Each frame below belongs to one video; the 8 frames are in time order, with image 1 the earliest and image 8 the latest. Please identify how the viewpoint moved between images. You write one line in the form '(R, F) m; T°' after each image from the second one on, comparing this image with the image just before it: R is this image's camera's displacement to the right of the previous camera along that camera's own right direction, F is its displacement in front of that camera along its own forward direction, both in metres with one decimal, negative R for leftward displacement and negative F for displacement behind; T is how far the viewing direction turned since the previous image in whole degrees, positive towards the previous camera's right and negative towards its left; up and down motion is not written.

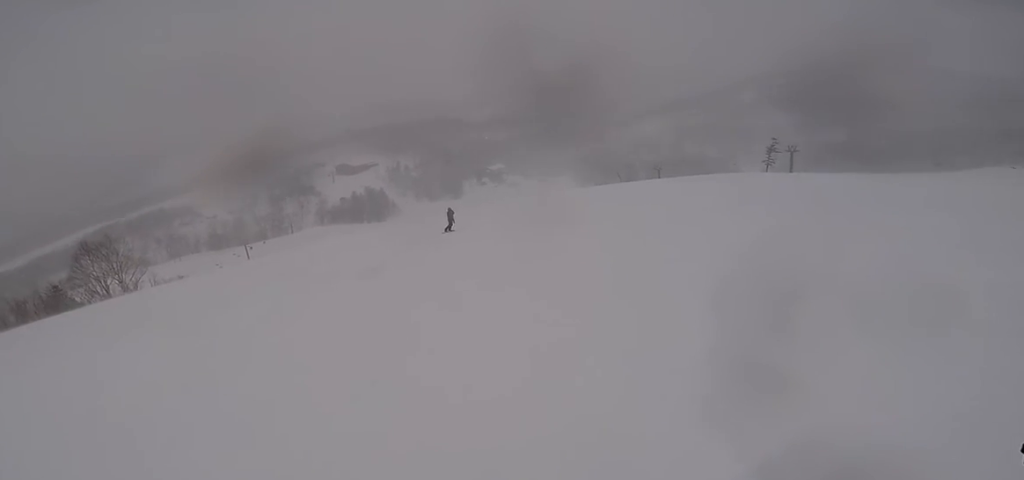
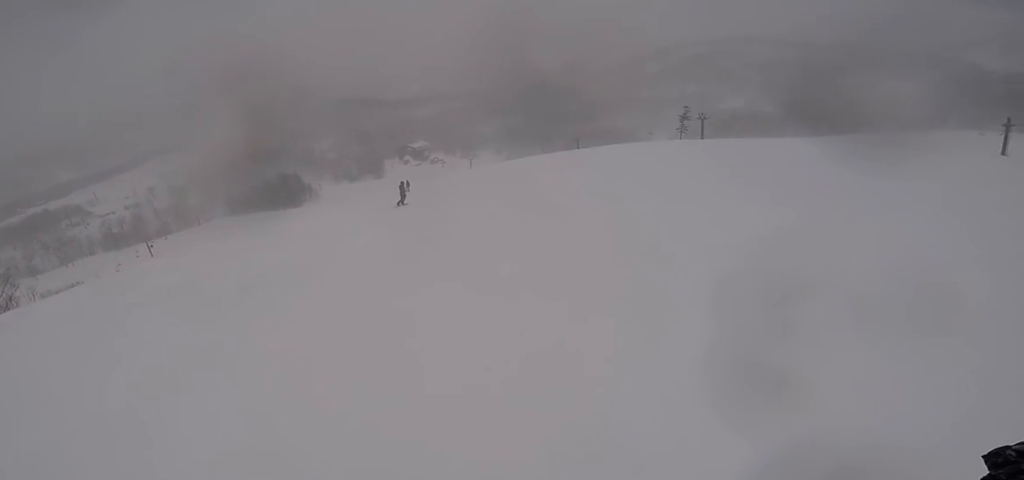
(+2.3, +2.7) m; +33°
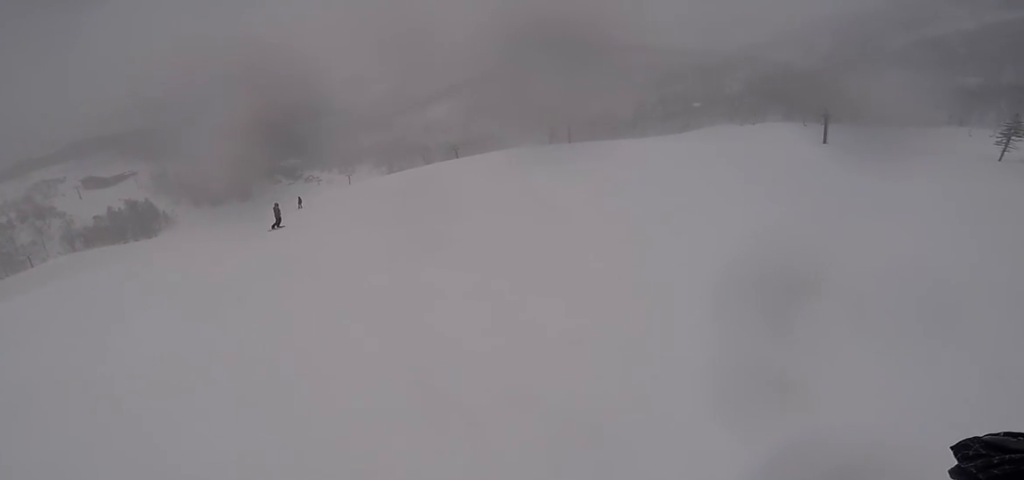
(-0.3, +5.0) m; +1°
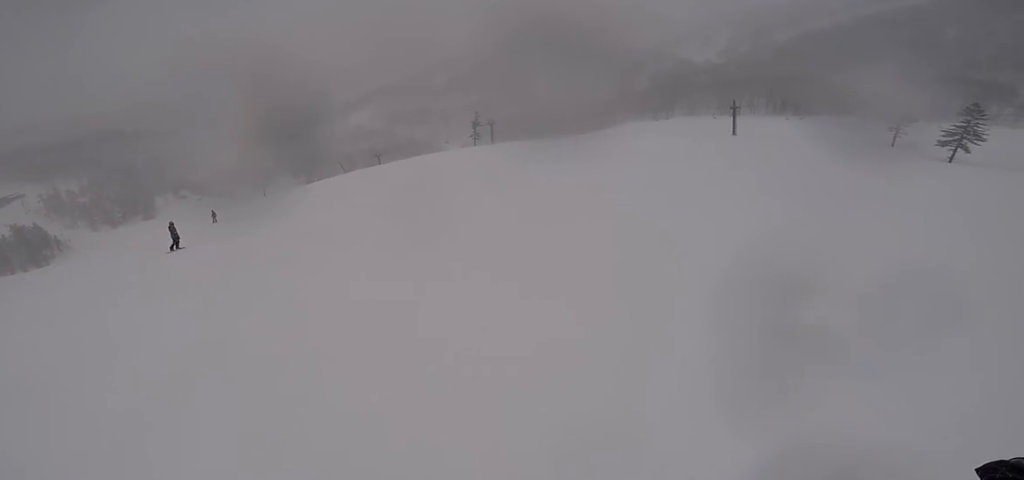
(+0.5, +4.2) m; -12°
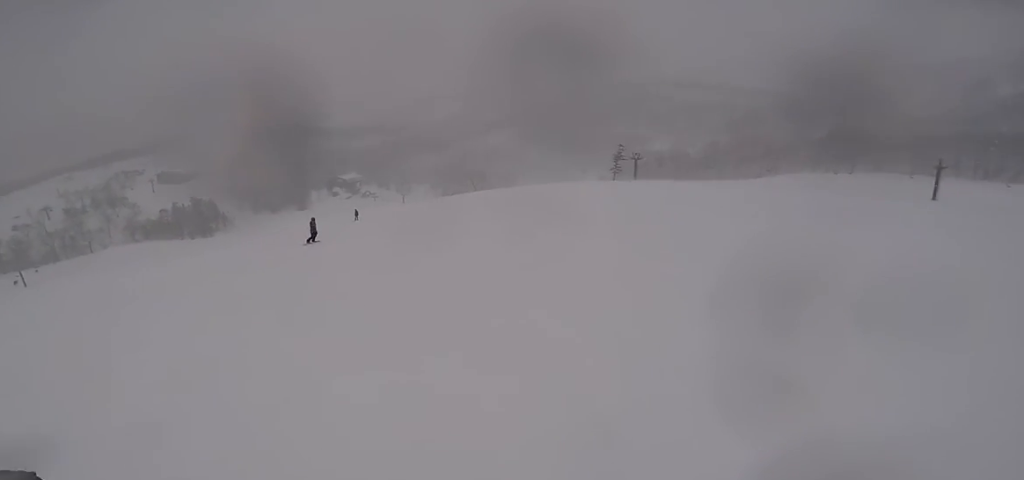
(-1.0, +2.9) m; -19°
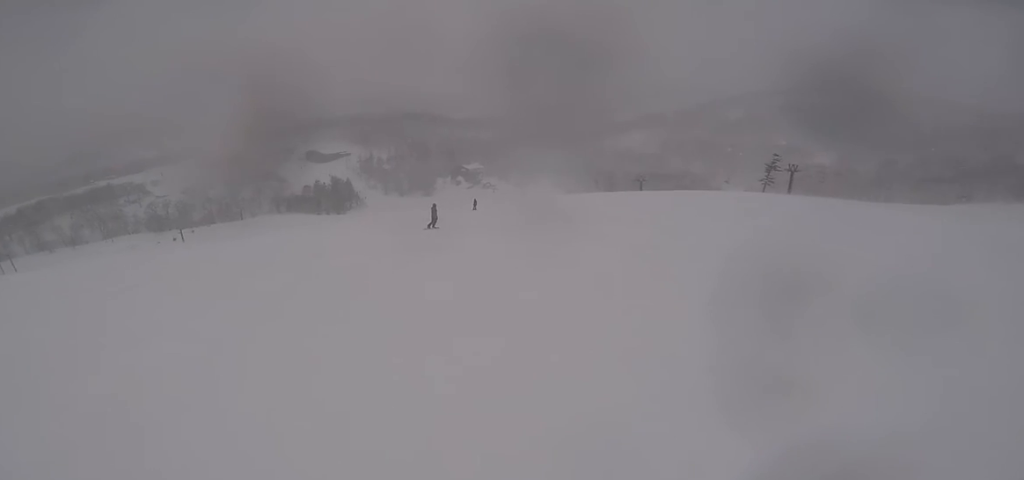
(-0.2, +1.9) m; -11°
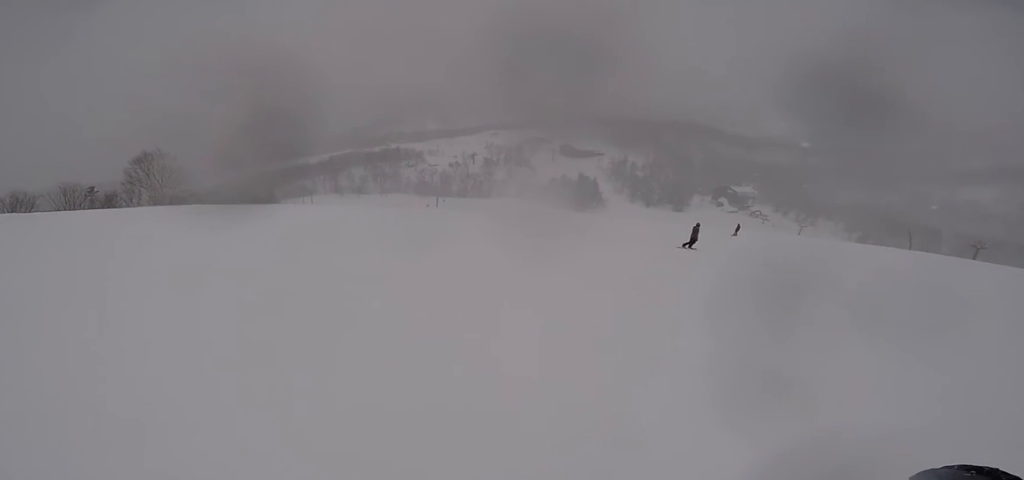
(-0.2, +3.6) m; -17°
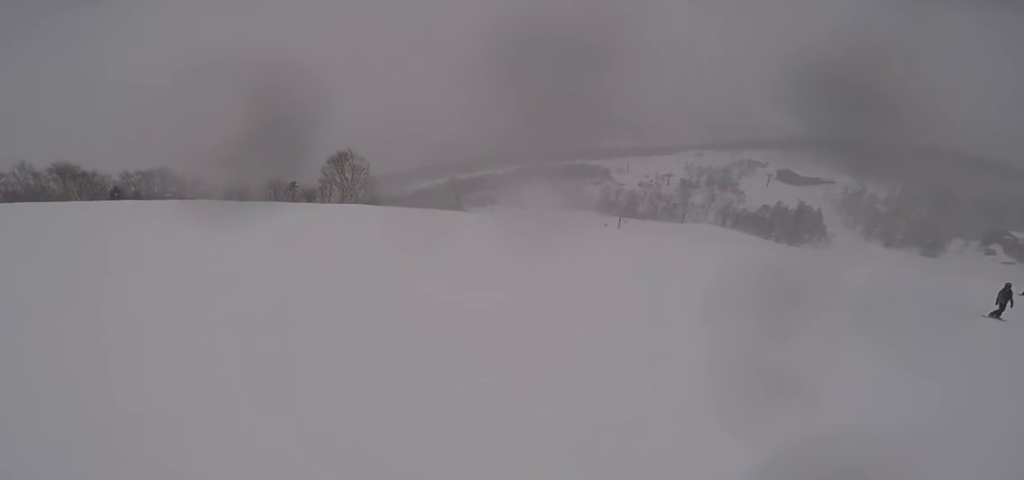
(-0.7, +3.1) m; -13°
